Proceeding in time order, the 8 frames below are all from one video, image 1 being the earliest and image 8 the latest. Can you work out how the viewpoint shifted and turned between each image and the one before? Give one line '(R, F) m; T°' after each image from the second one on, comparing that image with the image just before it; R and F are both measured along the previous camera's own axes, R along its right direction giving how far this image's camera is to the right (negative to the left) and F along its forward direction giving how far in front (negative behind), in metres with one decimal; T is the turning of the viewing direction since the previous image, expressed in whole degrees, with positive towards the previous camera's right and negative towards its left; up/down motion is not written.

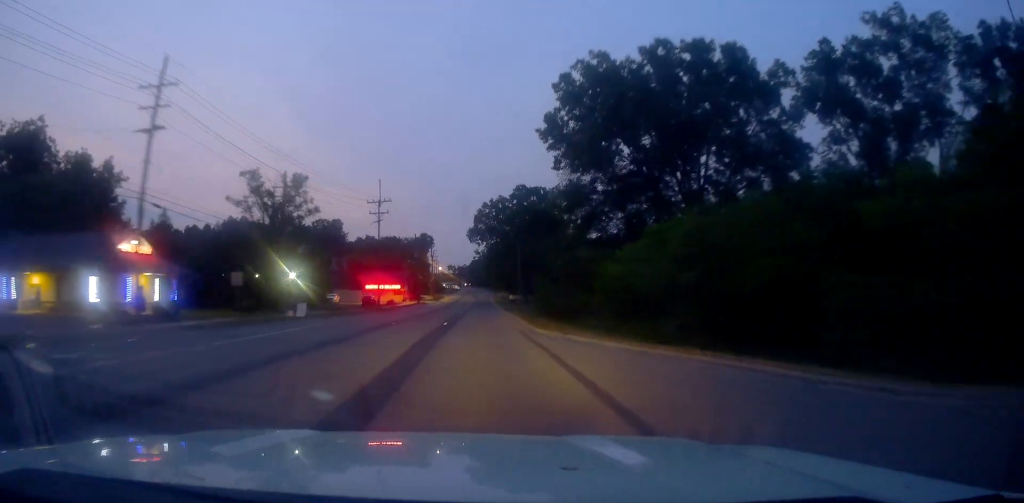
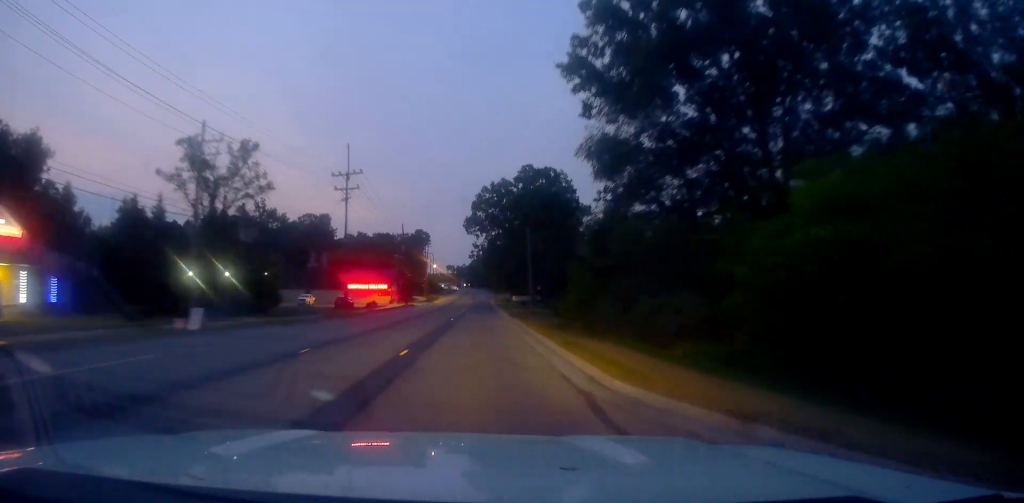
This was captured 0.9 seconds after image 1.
(0.0, +16.9) m; 0°
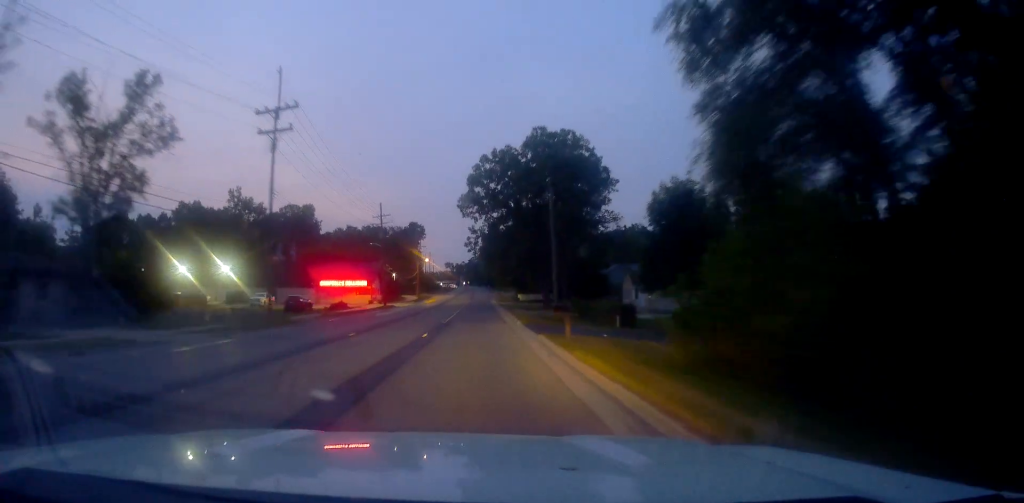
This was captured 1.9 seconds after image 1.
(0.0, +19.6) m; +1°
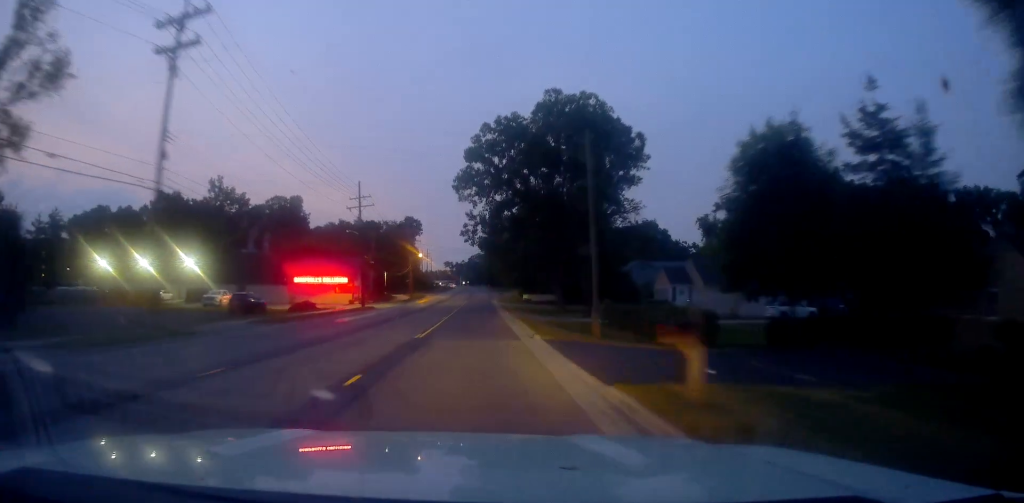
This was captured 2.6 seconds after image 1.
(+0.2, +13.3) m; +1°
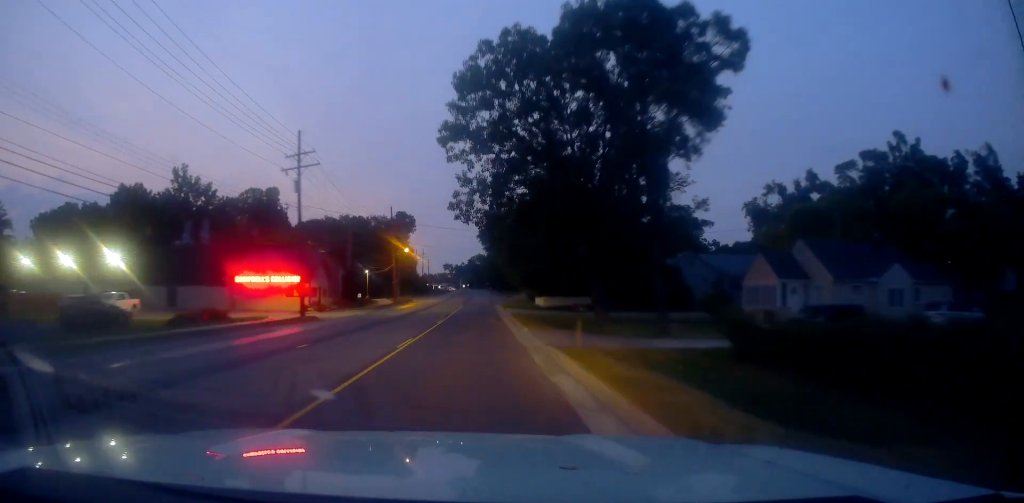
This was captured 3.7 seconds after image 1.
(+0.3, +20.2) m; +1°
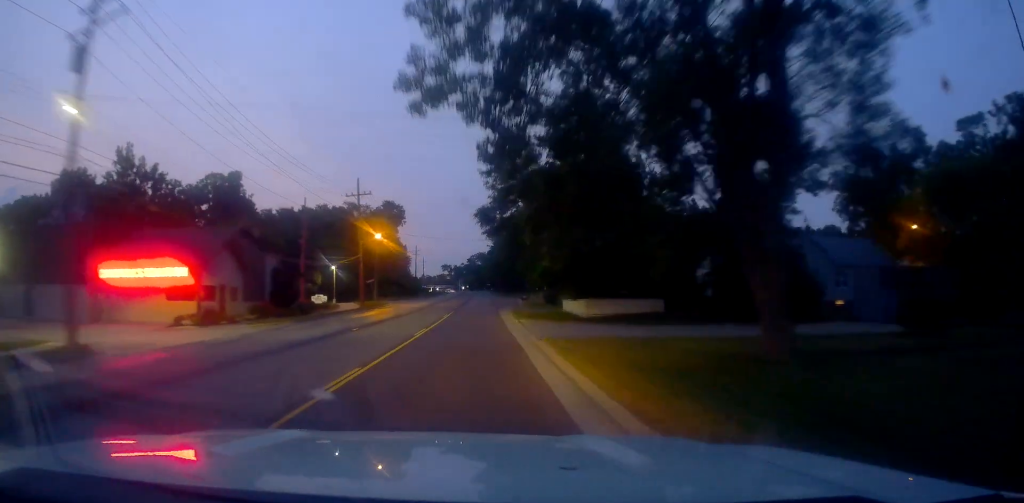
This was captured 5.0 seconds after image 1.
(0.0, +24.0) m; -1°
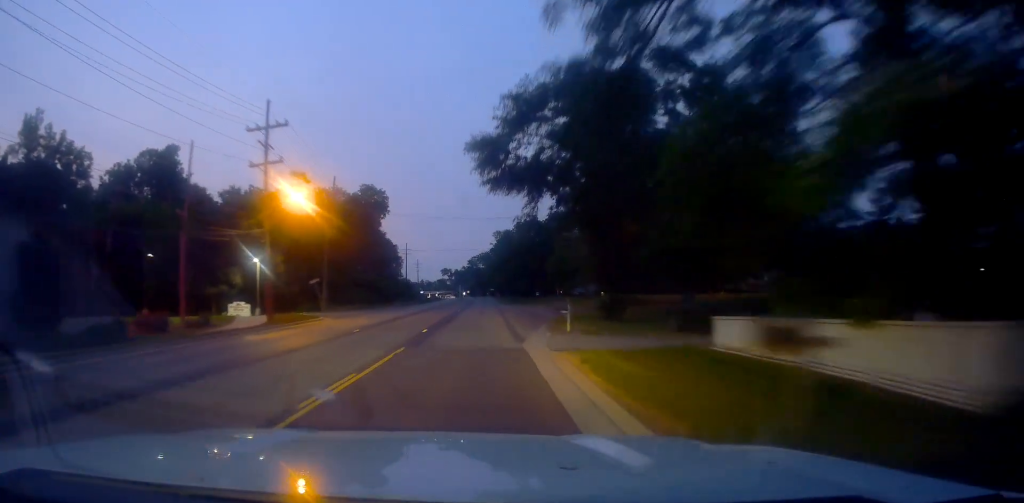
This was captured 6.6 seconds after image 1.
(-0.8, +30.9) m; -2°
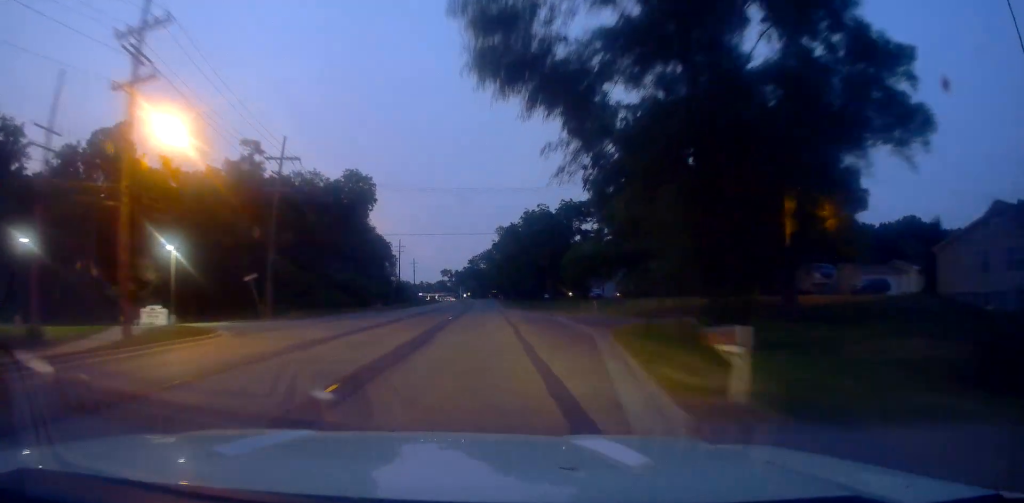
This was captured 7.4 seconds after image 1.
(0.0, +16.7) m; 0°
